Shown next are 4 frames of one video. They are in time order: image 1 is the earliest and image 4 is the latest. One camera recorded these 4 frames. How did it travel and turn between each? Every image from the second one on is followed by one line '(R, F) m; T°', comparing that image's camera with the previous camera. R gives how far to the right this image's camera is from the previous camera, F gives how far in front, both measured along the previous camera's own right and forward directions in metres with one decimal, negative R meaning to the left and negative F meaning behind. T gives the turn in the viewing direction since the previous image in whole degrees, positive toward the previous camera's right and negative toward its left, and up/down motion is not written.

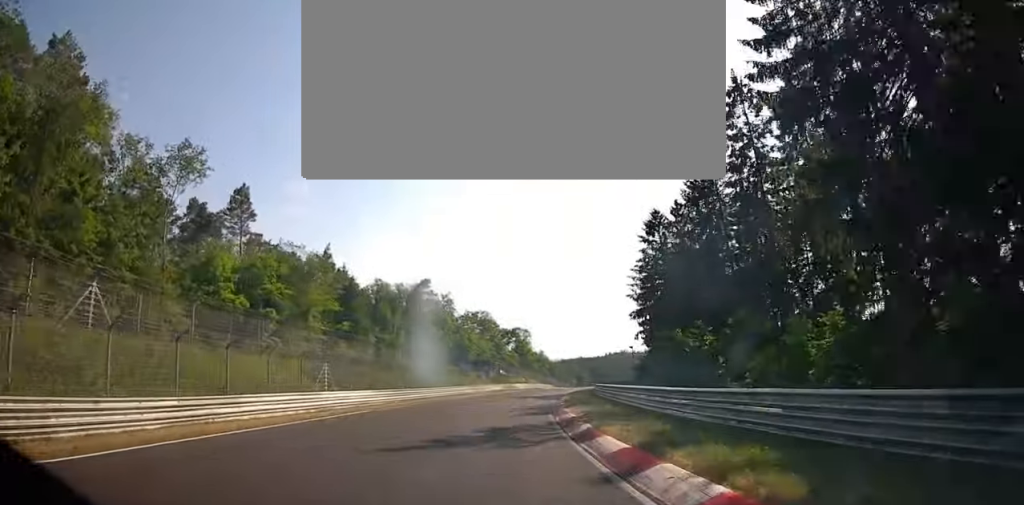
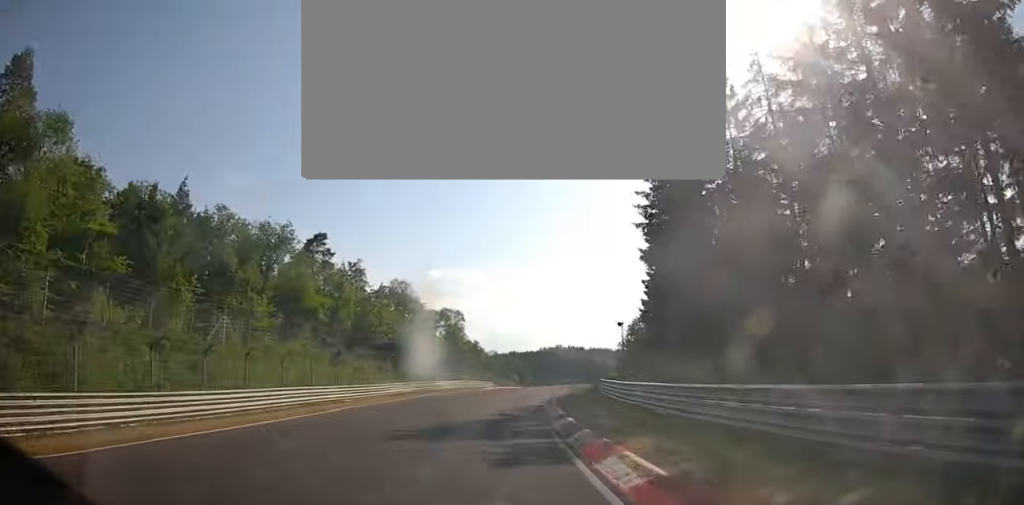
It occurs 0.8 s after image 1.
(+2.6, +33.7) m; +9°
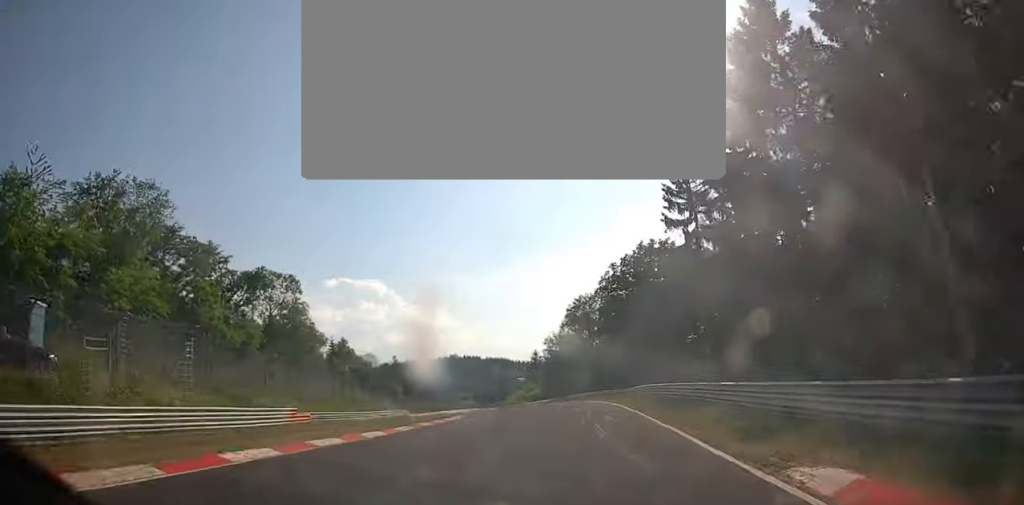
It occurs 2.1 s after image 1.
(+6.5, +54.2) m; +10°
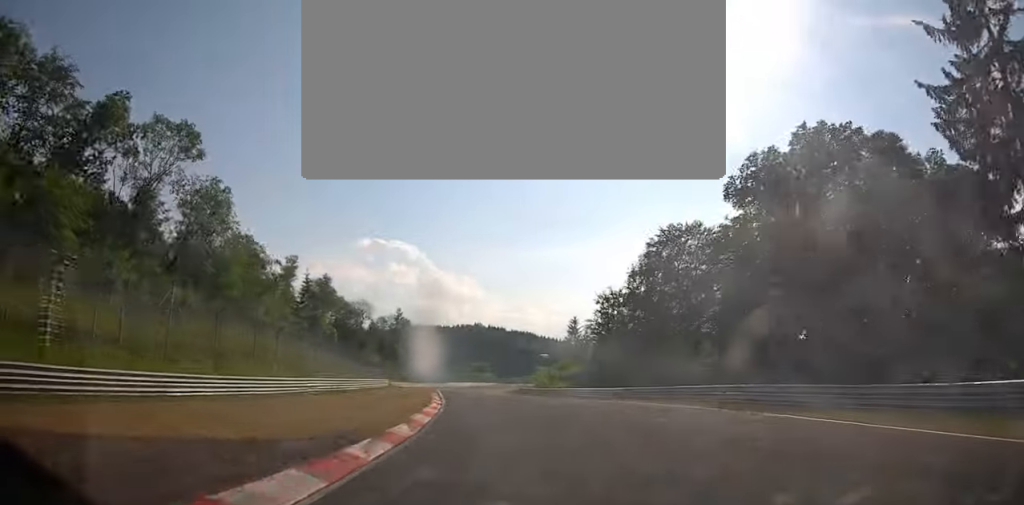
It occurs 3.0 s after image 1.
(+0.7, +36.1) m; 0°
